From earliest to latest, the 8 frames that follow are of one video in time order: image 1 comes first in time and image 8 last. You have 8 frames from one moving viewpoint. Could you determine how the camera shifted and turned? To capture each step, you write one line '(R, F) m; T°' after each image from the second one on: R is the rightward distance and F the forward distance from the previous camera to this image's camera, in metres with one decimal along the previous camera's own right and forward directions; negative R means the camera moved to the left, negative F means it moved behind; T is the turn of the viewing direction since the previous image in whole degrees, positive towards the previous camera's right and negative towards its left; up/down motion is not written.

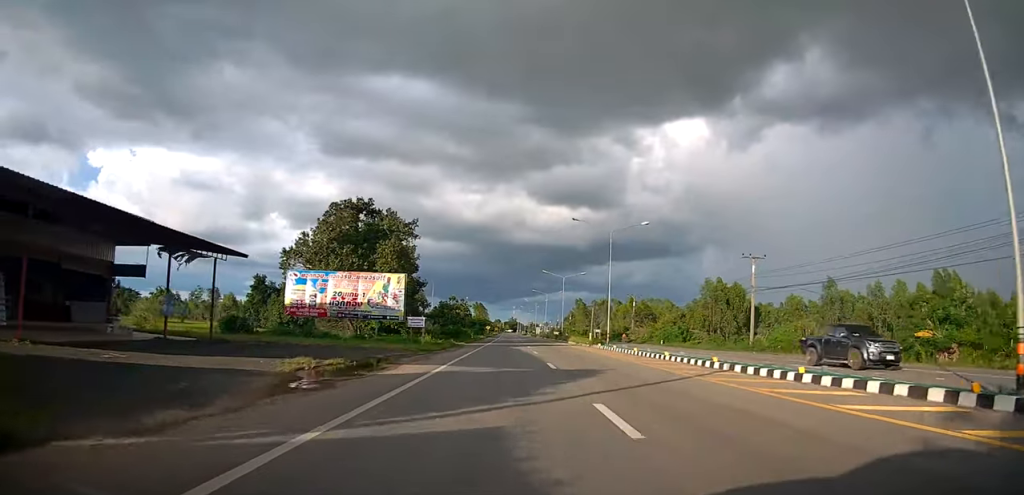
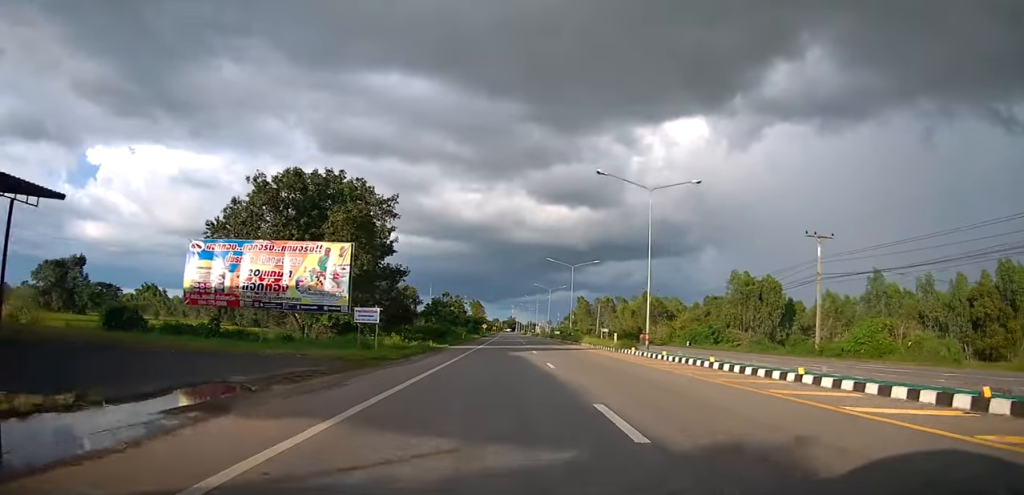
(-0.2, +12.2) m; -1°
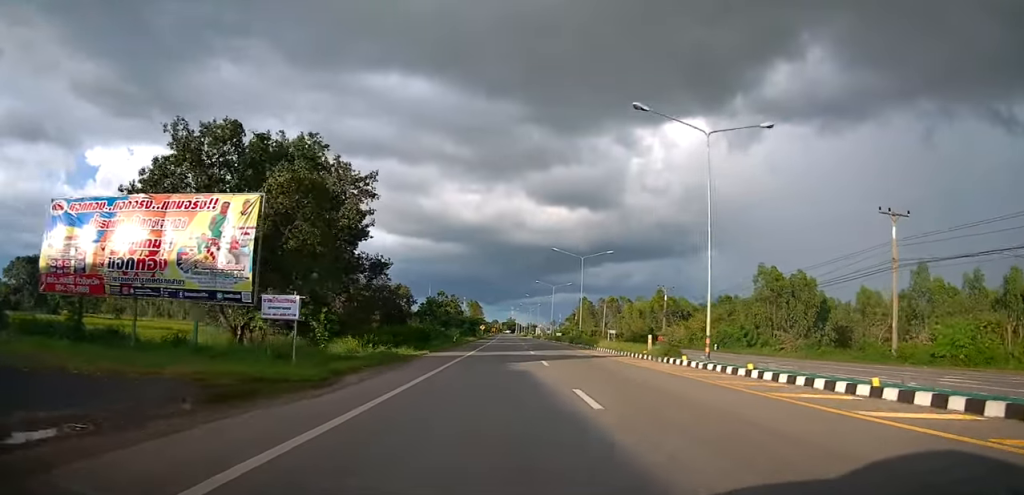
(-0.1, +9.2) m; +1°
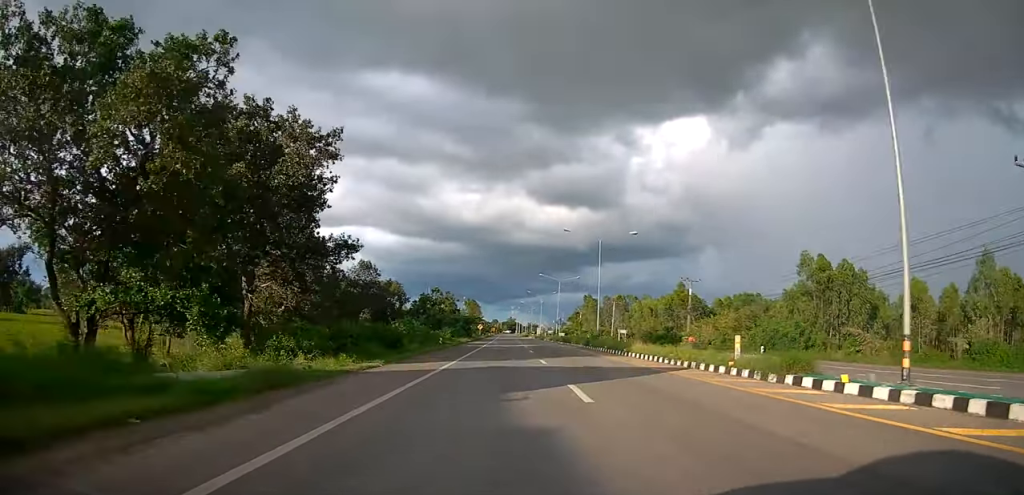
(-0.1, +11.0) m; +1°
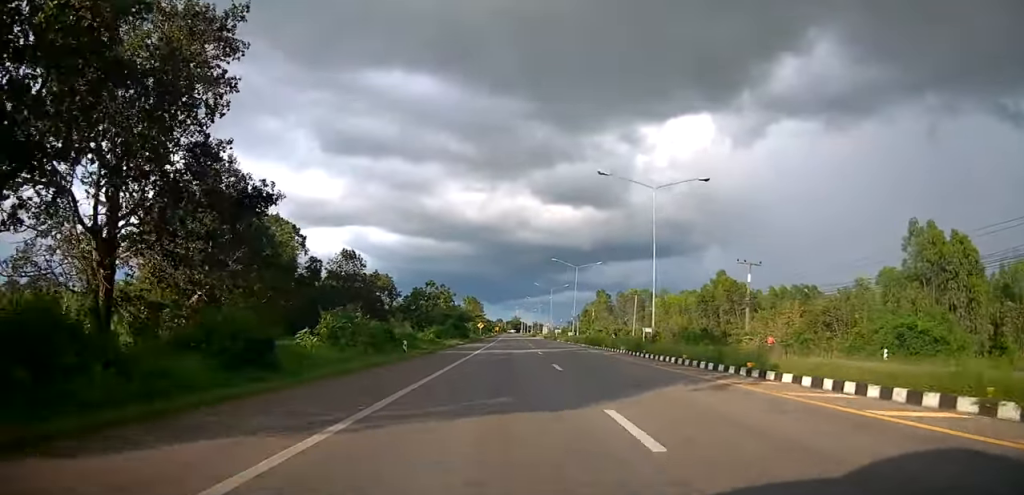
(+0.6, +16.3) m; 0°
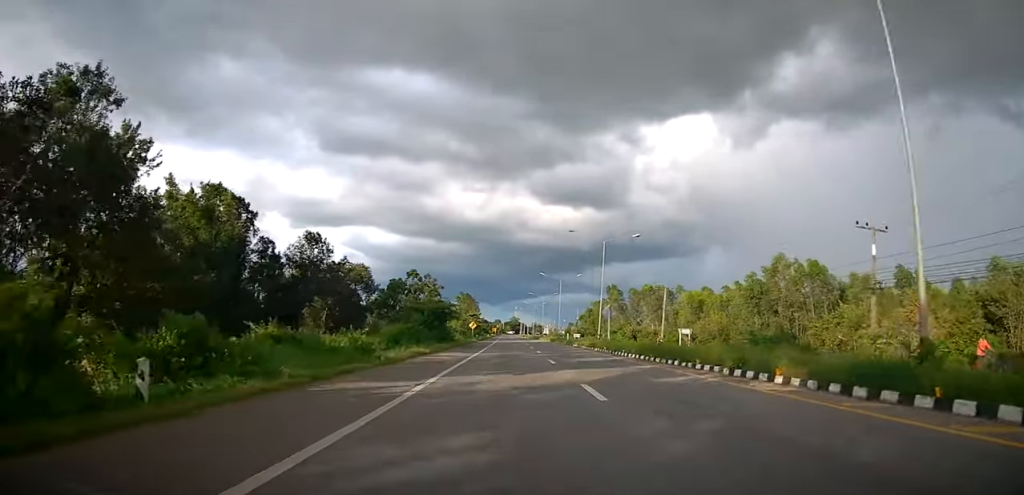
(-0.6, +19.9) m; 0°
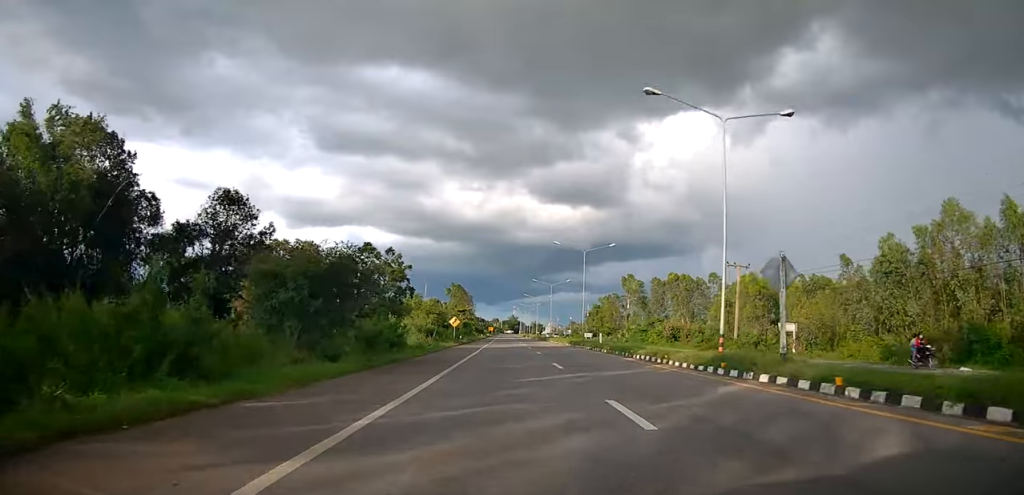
(+0.4, +27.5) m; 0°
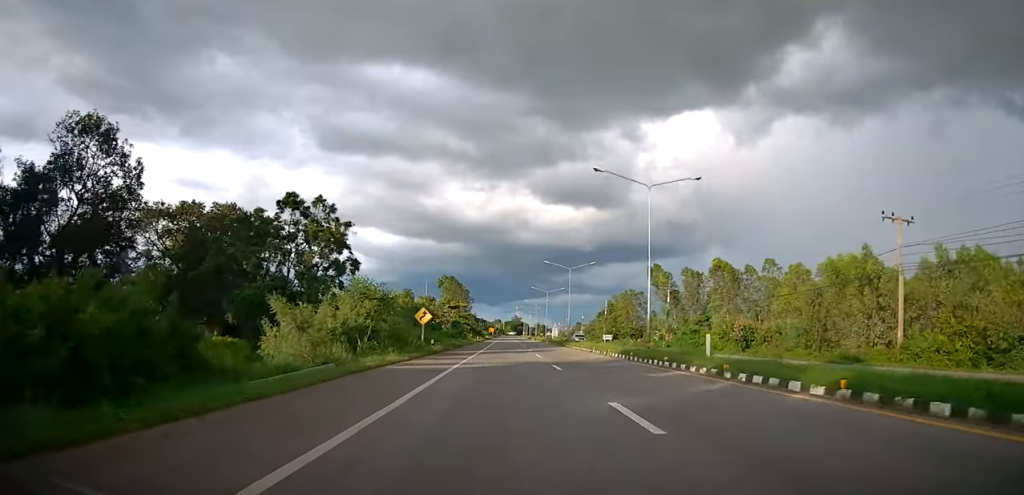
(-0.5, +24.7) m; 0°
